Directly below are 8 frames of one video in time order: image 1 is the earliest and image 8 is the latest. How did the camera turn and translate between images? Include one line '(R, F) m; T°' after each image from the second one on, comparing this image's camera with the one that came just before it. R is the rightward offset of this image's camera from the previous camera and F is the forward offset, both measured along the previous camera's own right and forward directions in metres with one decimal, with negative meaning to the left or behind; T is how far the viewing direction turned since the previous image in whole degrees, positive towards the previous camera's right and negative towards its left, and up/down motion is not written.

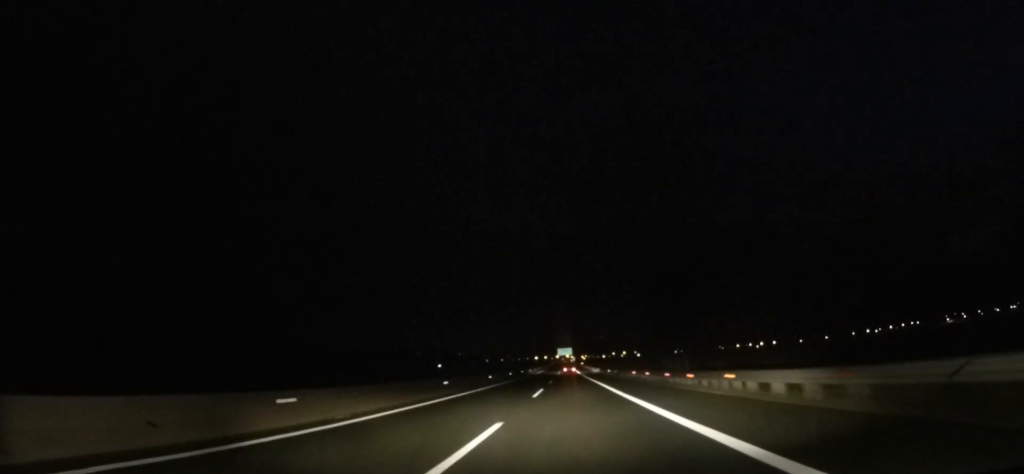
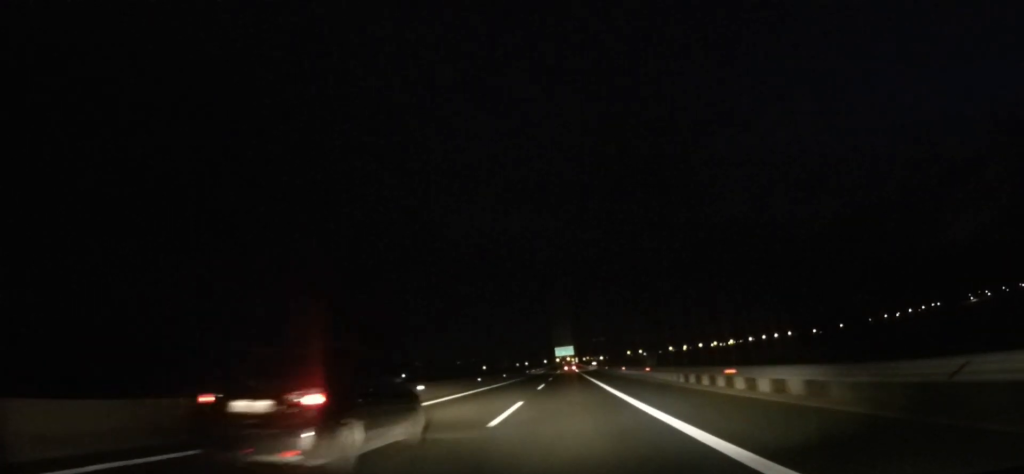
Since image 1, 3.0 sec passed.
(-0.5, +82.4) m; -1°
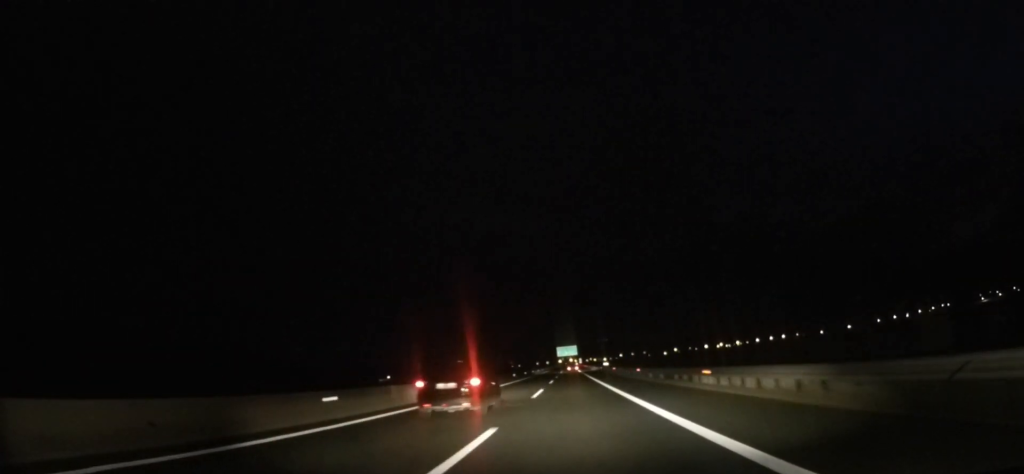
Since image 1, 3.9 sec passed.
(-0.2, +24.9) m; 0°
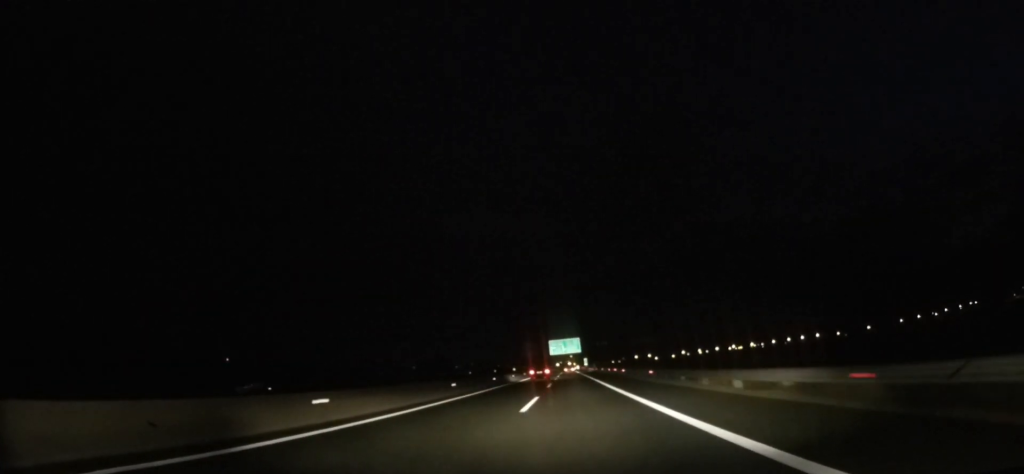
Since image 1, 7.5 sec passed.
(-0.4, +96.8) m; 0°
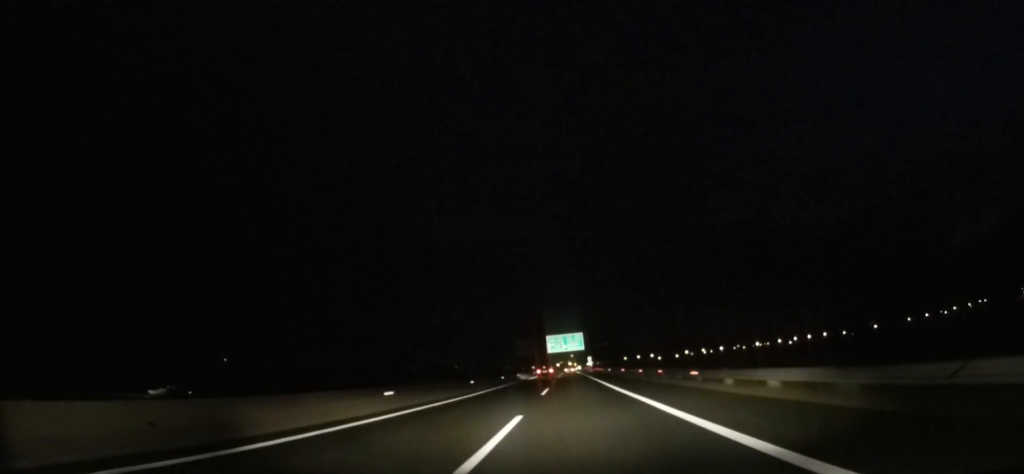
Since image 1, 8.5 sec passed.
(0.0, +27.0) m; 0°
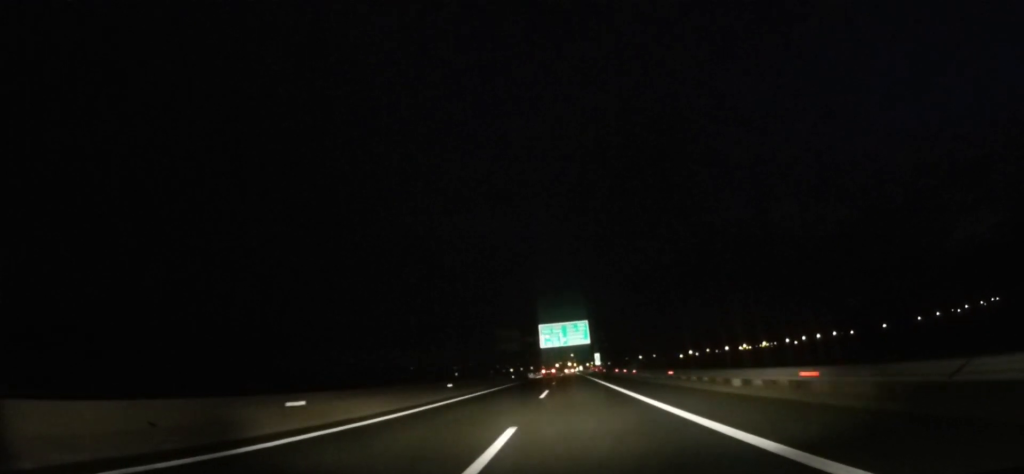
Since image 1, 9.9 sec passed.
(0.0, +38.4) m; +1°
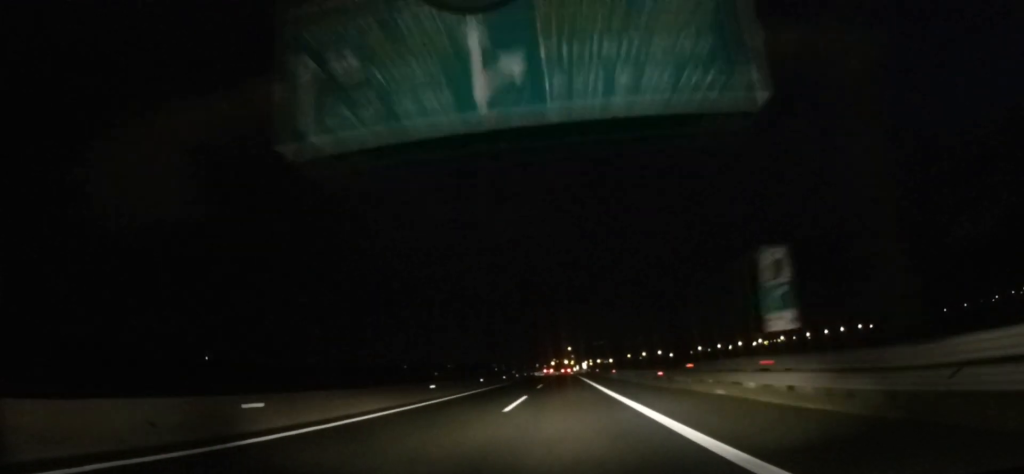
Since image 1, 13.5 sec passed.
(+1.5, +96.7) m; +1°
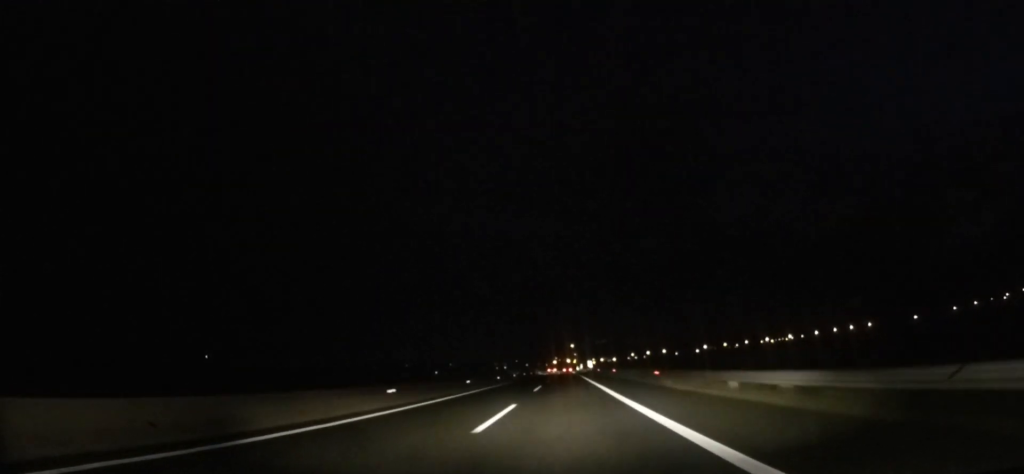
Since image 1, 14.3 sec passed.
(+0.1, +22.4) m; 0°
